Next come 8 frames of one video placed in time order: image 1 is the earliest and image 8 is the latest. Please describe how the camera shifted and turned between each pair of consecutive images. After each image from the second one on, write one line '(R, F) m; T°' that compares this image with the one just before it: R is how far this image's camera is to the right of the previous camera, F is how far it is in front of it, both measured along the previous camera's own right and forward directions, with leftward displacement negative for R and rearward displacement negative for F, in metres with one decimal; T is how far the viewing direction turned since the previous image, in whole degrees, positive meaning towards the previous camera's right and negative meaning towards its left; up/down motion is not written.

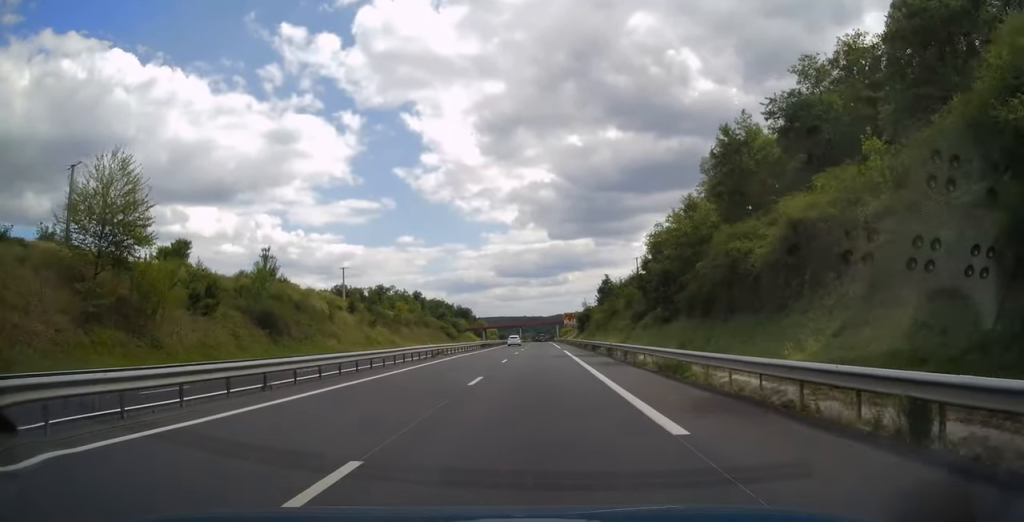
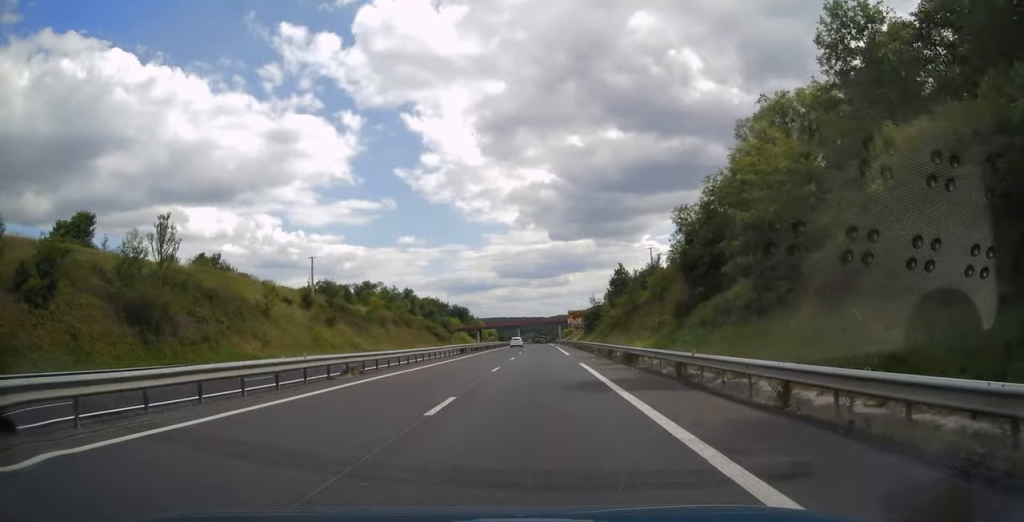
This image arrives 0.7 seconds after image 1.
(-0.1, +19.3) m; 0°
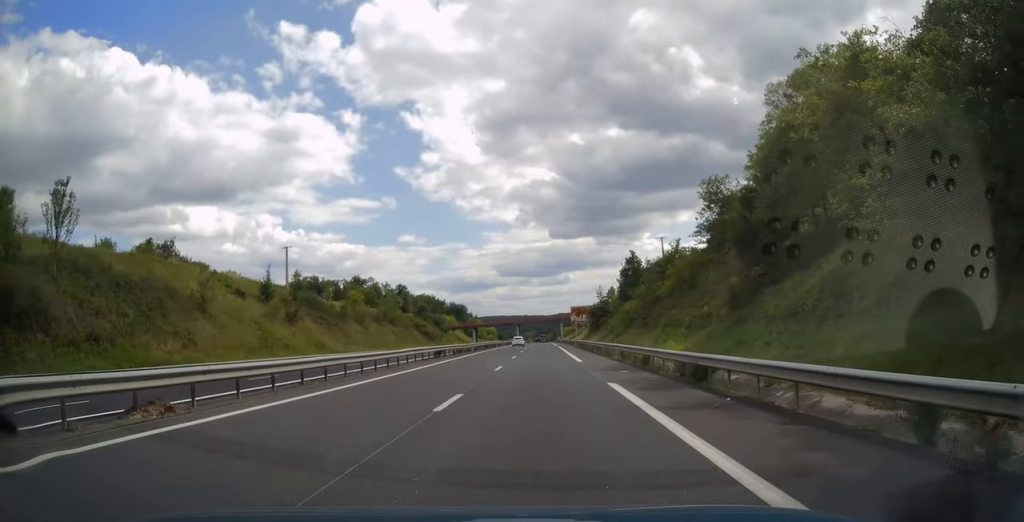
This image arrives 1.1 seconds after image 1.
(0.0, +12.4) m; 0°
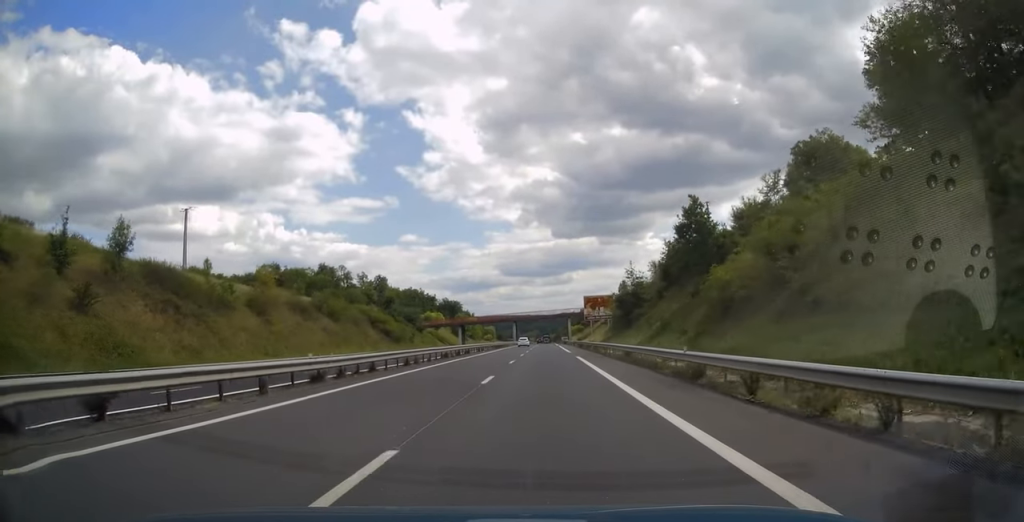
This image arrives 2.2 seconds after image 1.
(-0.1, +33.1) m; 0°
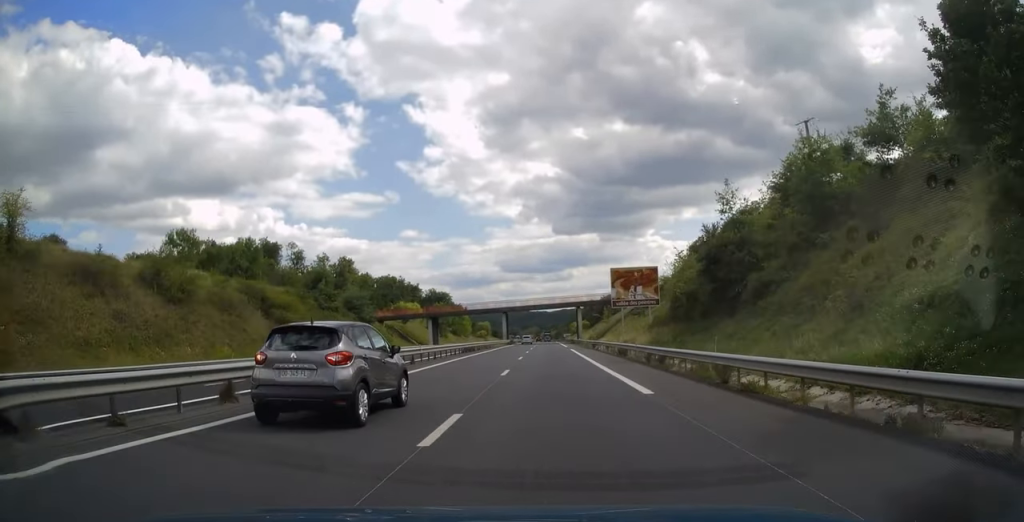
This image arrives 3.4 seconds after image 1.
(+0.1, +36.1) m; +1°
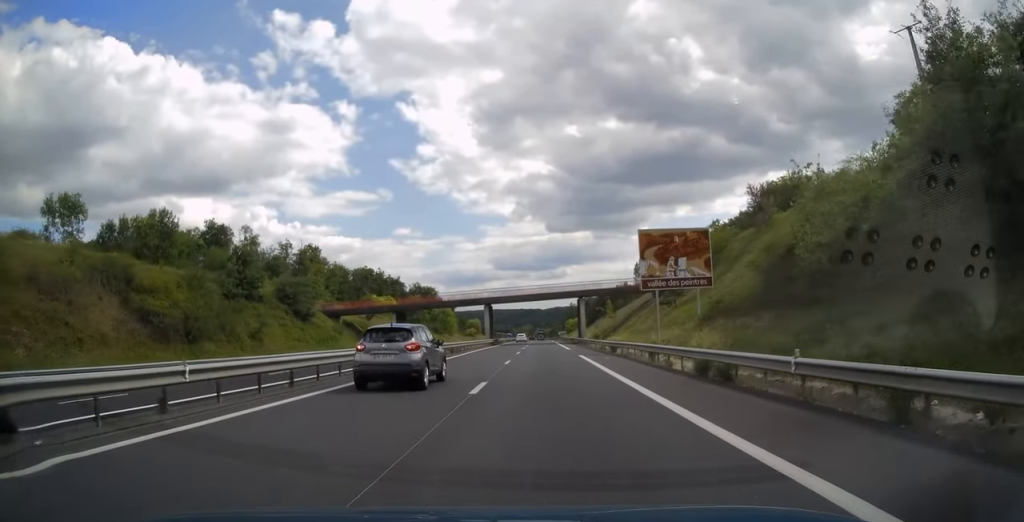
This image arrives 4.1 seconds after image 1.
(+0.1, +20.2) m; 0°
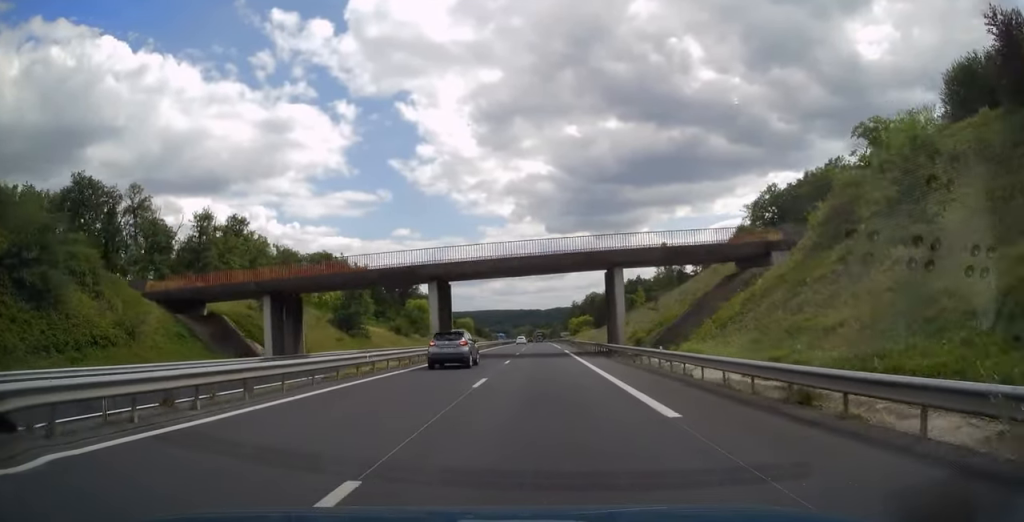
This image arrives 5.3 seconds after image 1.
(-0.1, +37.1) m; 0°
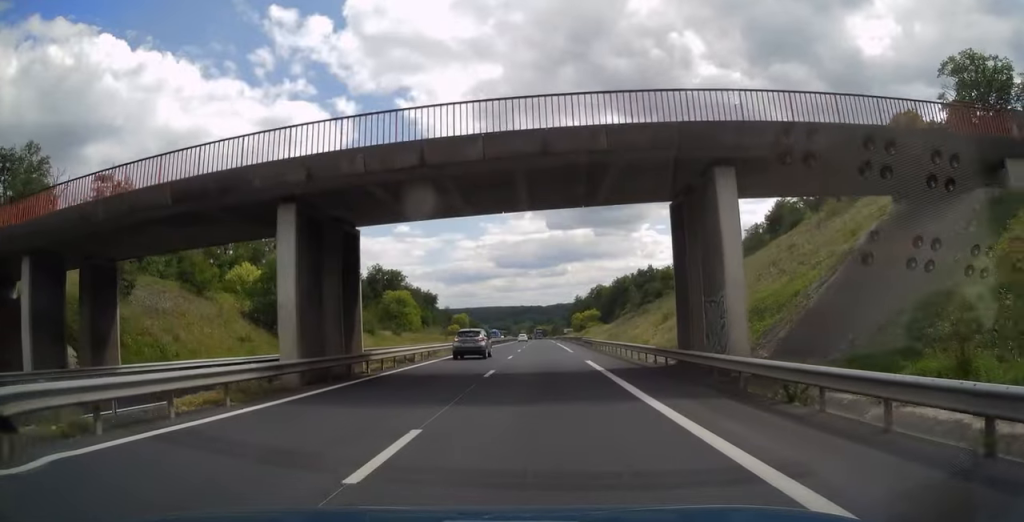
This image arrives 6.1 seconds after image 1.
(-0.1, +23.4) m; 0°
